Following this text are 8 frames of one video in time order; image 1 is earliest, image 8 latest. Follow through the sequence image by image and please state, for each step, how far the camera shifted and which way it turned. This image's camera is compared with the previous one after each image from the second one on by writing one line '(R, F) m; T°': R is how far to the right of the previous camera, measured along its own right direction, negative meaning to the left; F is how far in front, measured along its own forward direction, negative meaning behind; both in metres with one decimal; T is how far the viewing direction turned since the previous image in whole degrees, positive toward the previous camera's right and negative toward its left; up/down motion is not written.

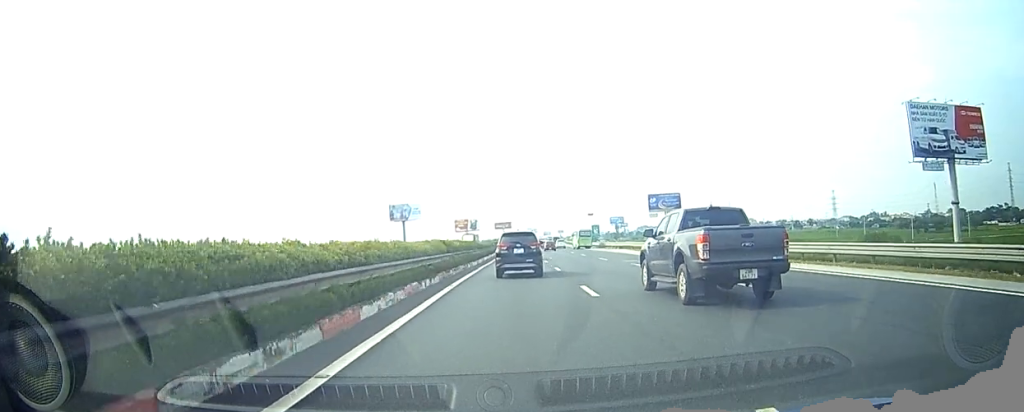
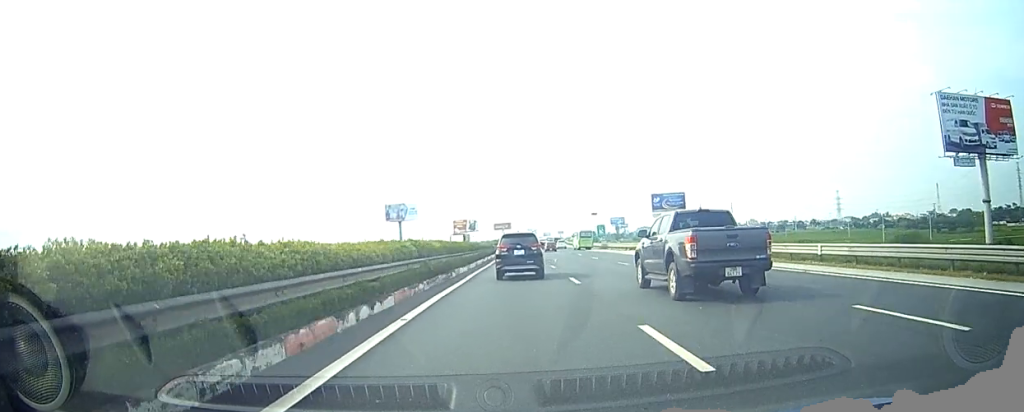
(+0.1, +8.3) m; +1°
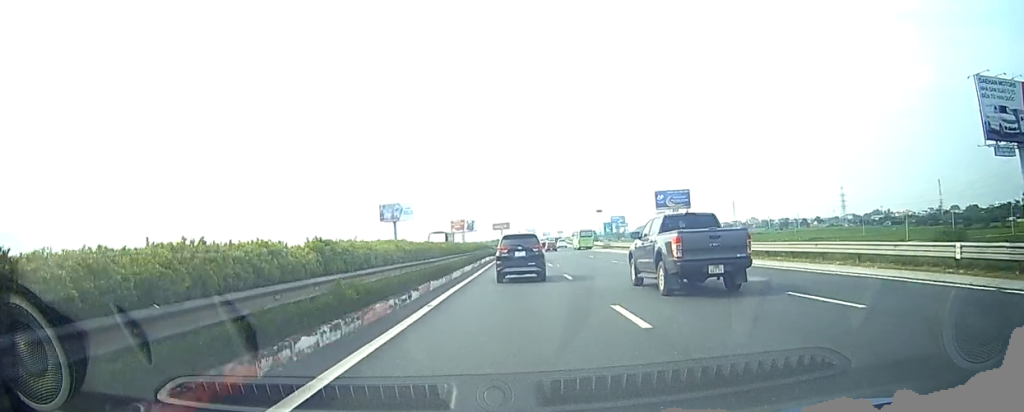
(0.0, +9.8) m; 0°
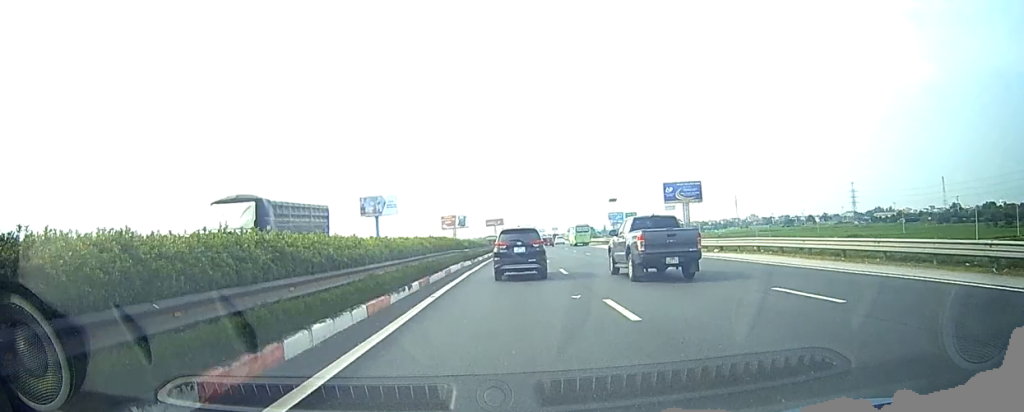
(-0.2, +25.3) m; -1°
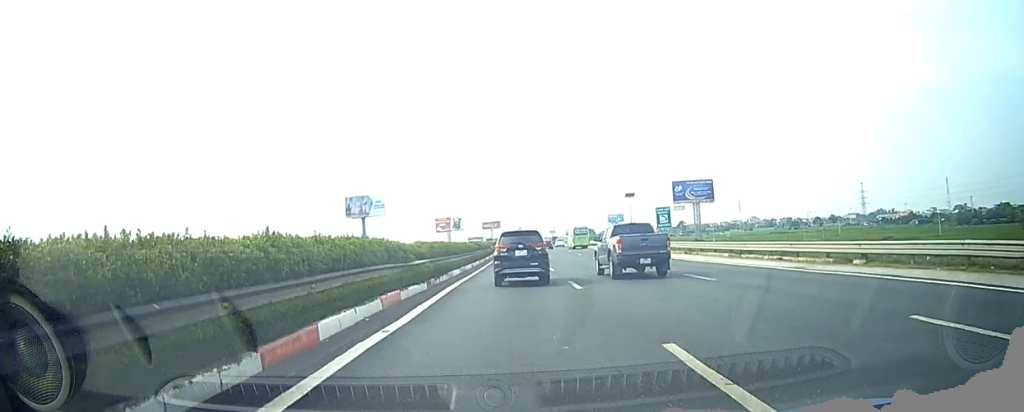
(-0.1, +18.8) m; 0°
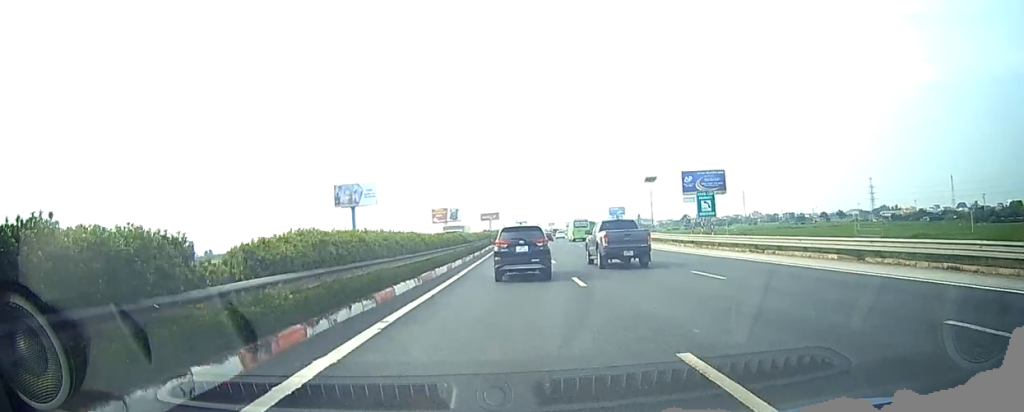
(0.0, +15.1) m; 0°
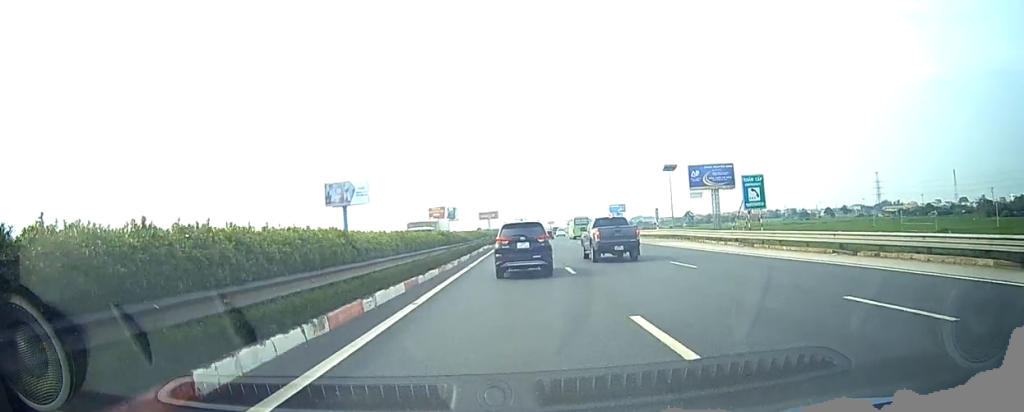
(0.0, +10.1) m; 0°
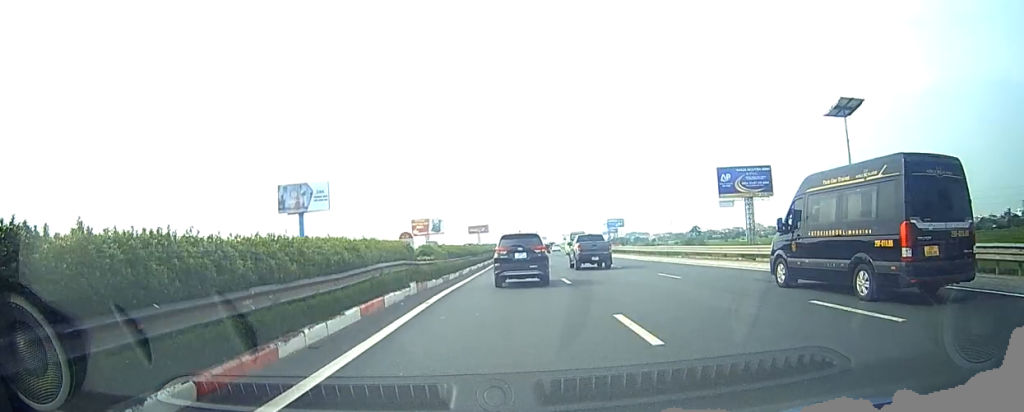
(+0.7, +39.6) m; +2°
